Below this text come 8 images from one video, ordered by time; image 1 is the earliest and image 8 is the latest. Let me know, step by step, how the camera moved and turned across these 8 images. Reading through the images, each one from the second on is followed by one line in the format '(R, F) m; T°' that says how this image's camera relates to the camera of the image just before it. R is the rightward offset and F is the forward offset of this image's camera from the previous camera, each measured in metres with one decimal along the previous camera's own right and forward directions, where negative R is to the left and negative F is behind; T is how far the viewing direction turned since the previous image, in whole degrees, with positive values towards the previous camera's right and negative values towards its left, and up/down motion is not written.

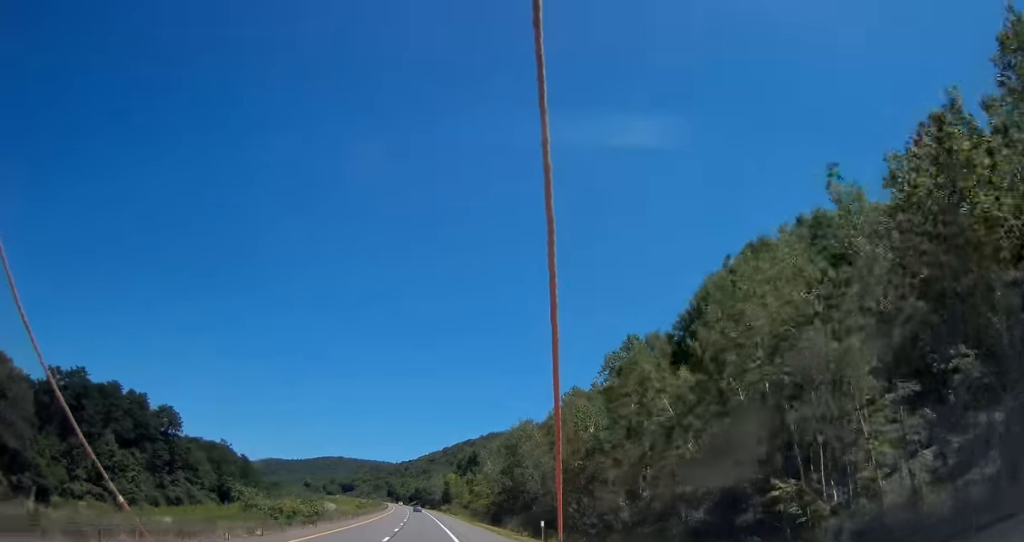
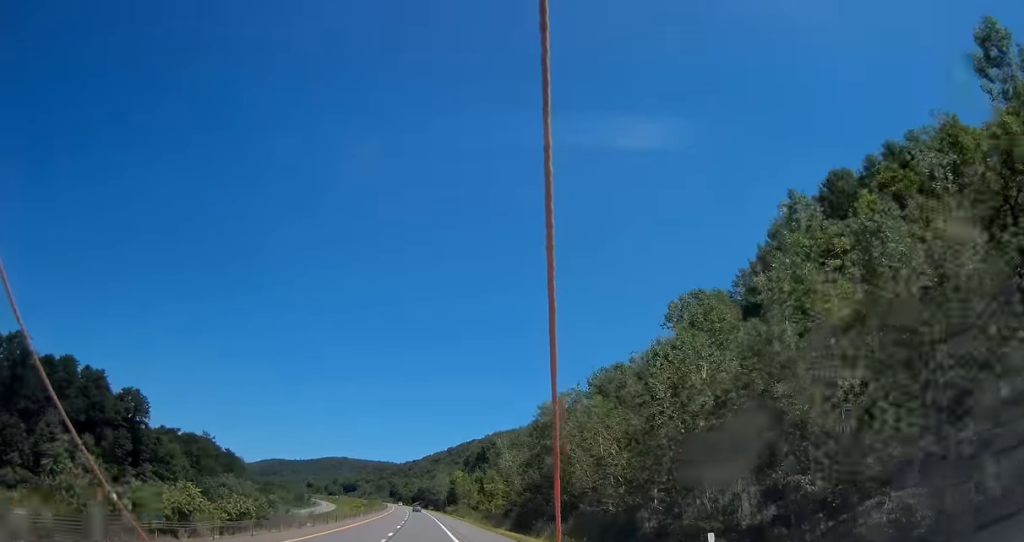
(+0.1, +20.4) m; -1°
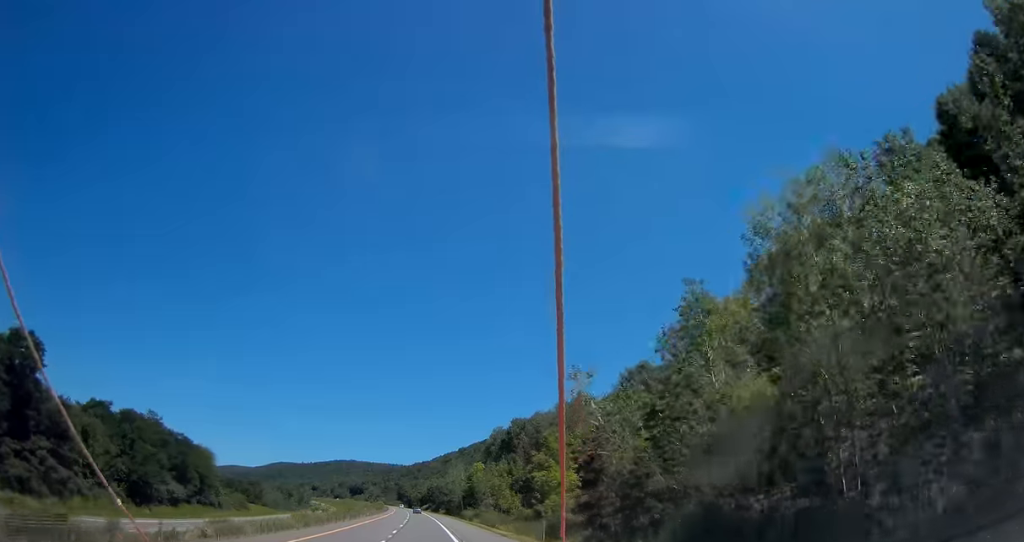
(-0.7, +43.8) m; -1°
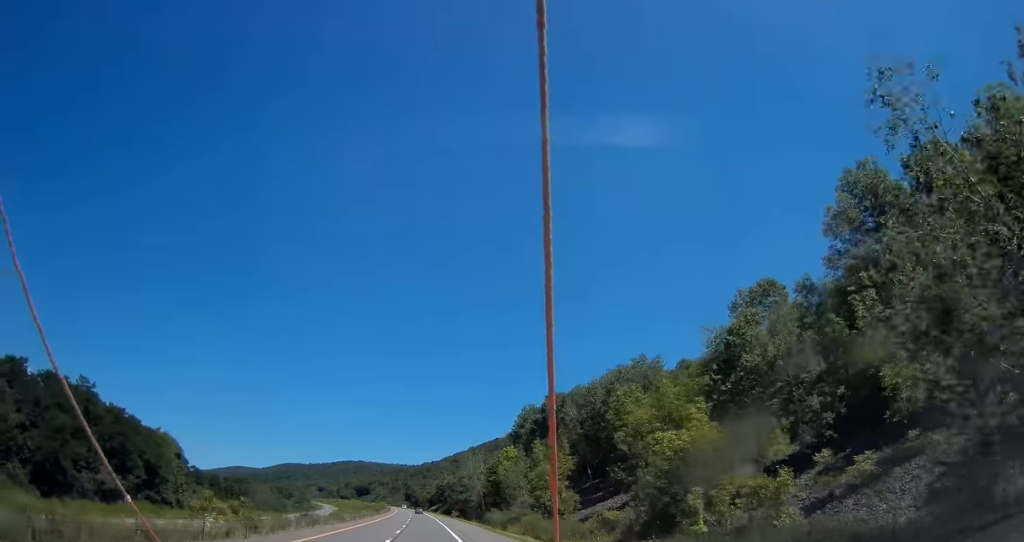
(0.0, +35.5) m; 0°
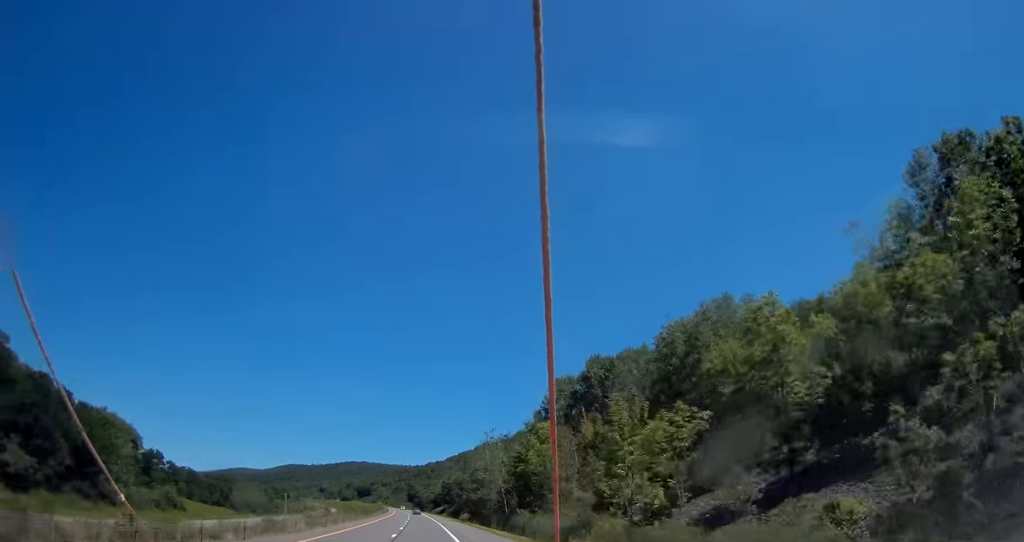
(-0.3, +29.2) m; -1°
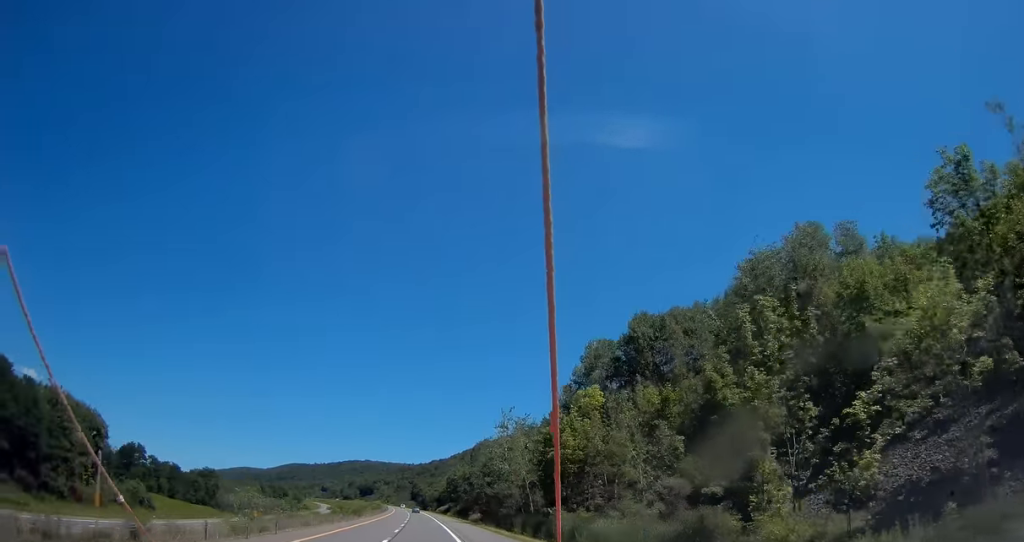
(-0.1, +19.0) m; 0°
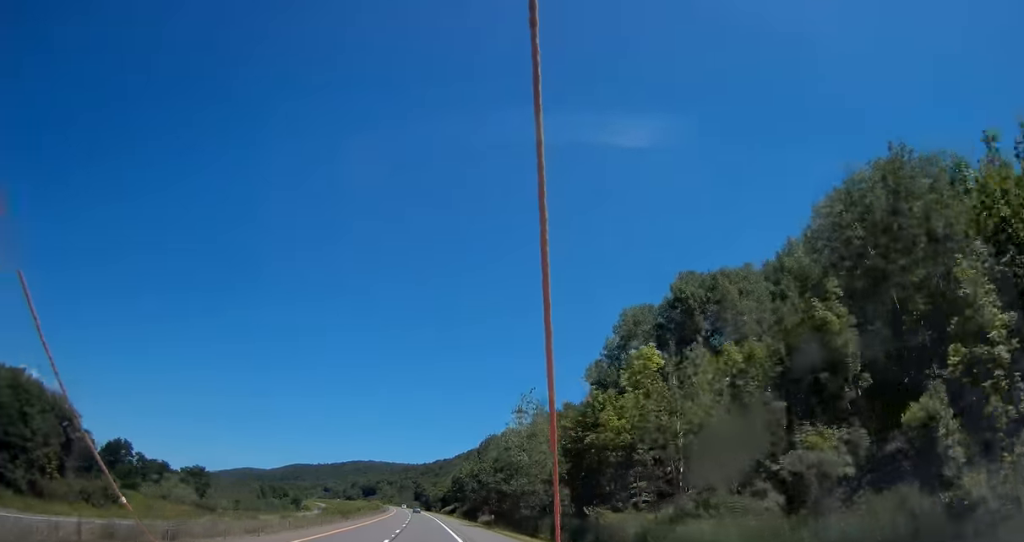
(0.0, +13.0) m; 0°
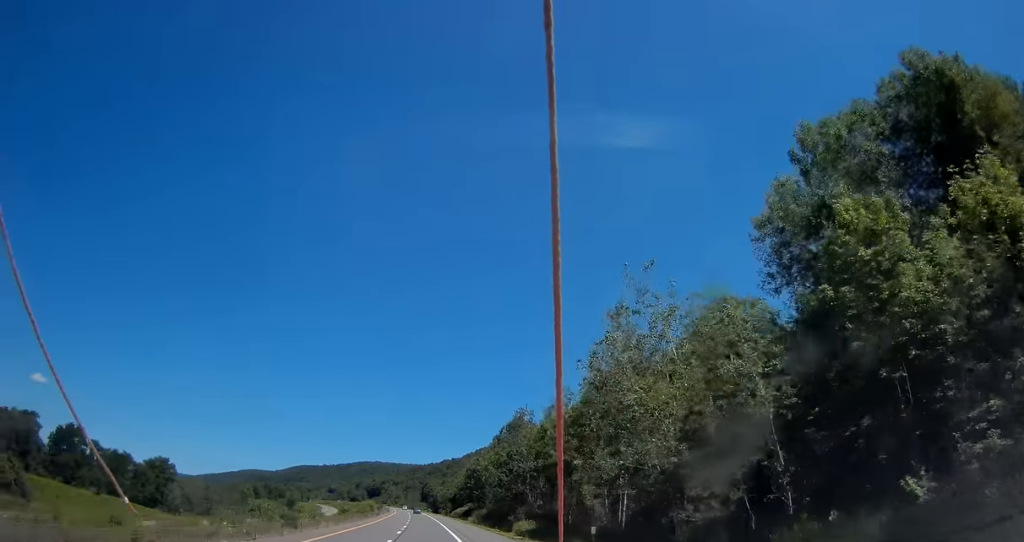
(-0.1, +35.0) m; -1°
